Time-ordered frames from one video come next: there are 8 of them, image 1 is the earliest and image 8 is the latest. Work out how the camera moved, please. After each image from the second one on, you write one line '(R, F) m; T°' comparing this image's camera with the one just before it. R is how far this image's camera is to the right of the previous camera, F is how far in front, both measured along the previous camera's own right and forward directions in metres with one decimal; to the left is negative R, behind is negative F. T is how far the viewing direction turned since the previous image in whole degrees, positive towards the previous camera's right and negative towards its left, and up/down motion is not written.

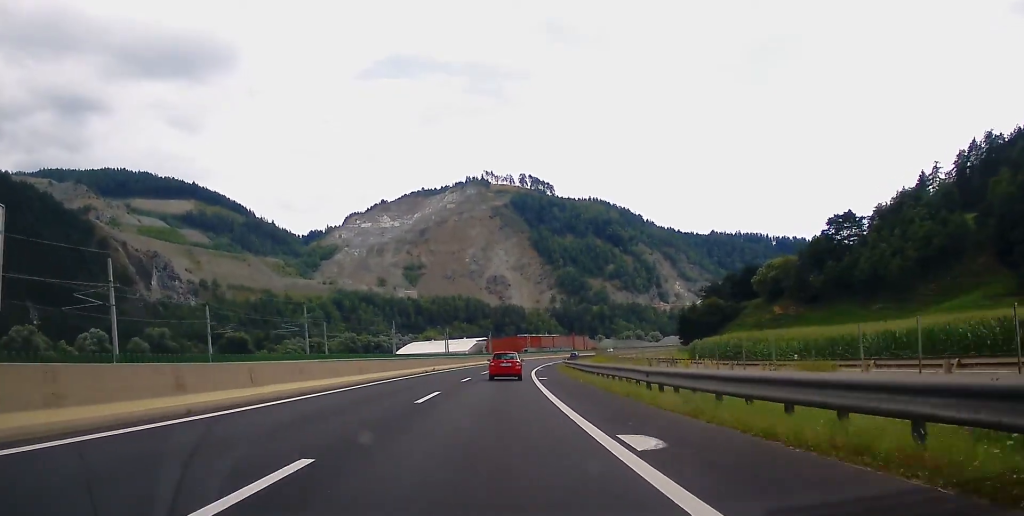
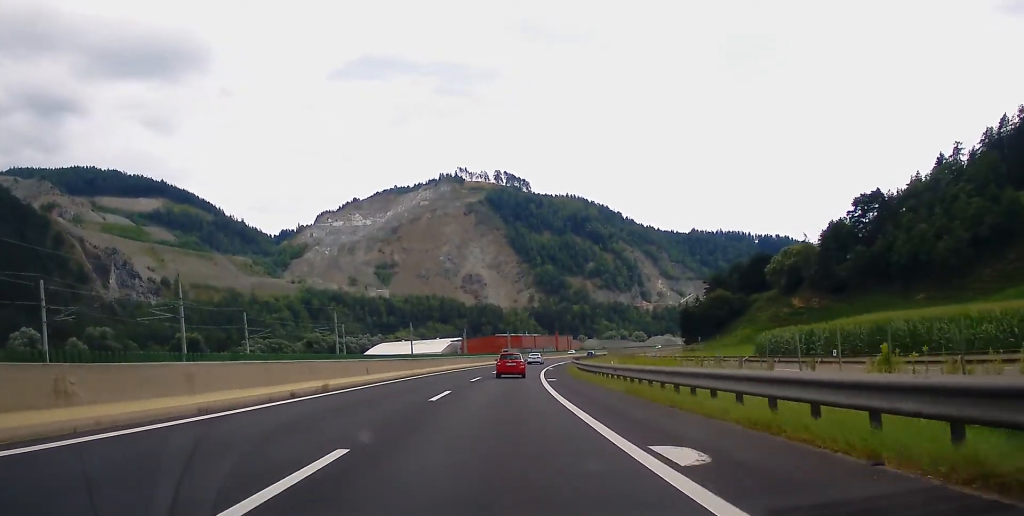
(+0.6, +34.8) m; +2°
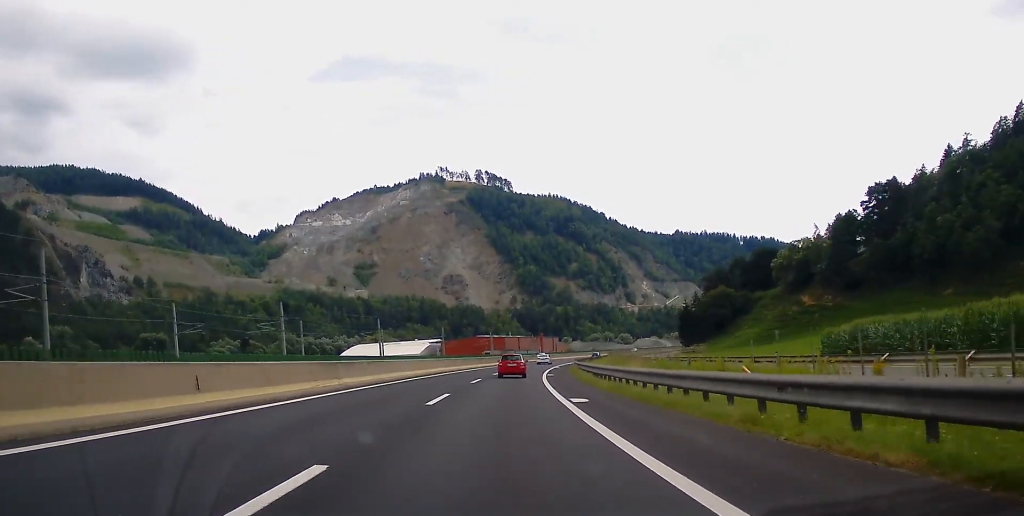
(+0.4, +19.5) m; +2°
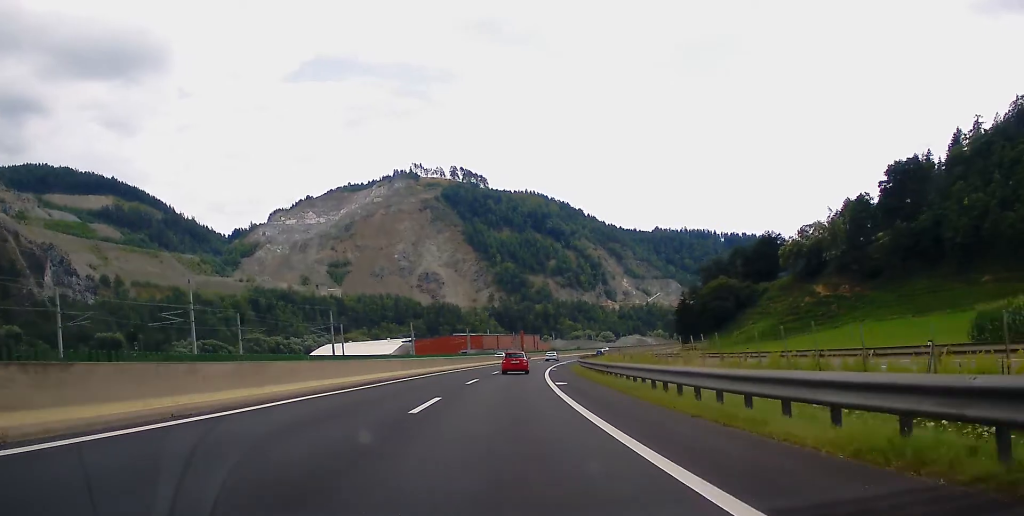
(+0.4, +21.9) m; +2°
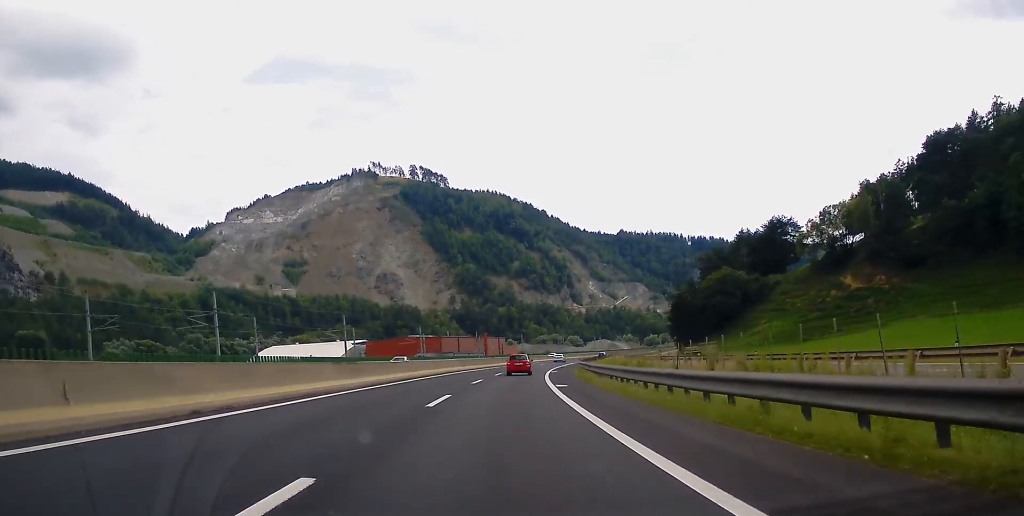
(+0.8, +33.3) m; +3°
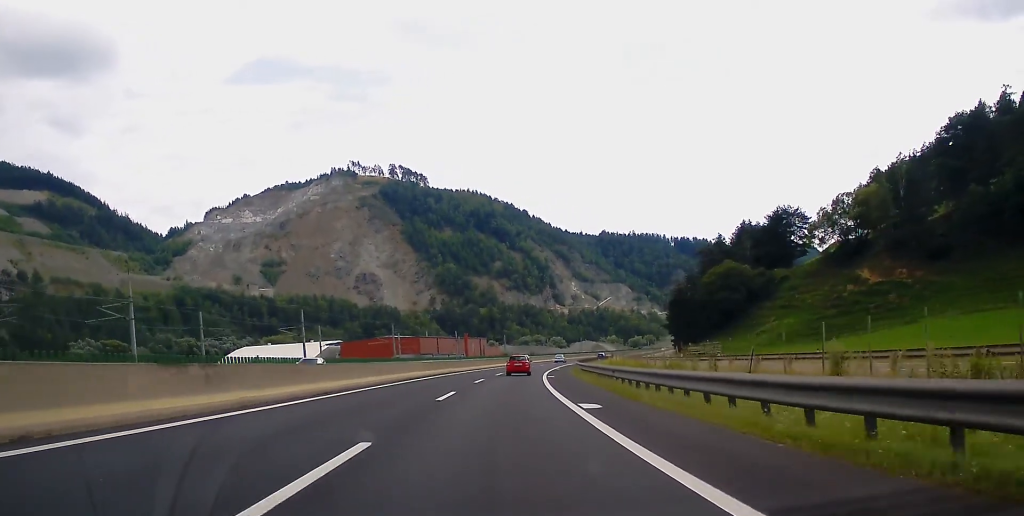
(+0.1, +14.6) m; +1°
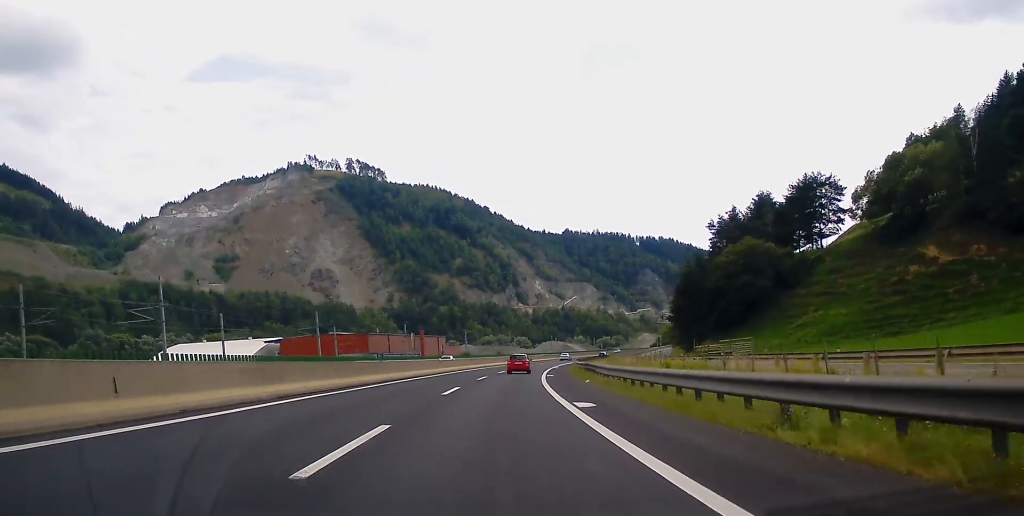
(+0.7, +33.1) m; +3°
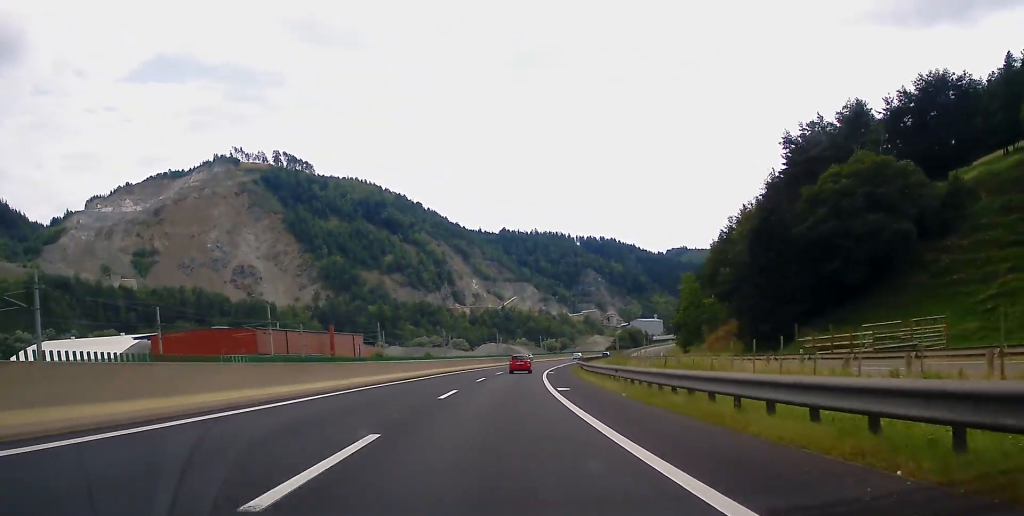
(+2.4, +55.8) m; +4°
